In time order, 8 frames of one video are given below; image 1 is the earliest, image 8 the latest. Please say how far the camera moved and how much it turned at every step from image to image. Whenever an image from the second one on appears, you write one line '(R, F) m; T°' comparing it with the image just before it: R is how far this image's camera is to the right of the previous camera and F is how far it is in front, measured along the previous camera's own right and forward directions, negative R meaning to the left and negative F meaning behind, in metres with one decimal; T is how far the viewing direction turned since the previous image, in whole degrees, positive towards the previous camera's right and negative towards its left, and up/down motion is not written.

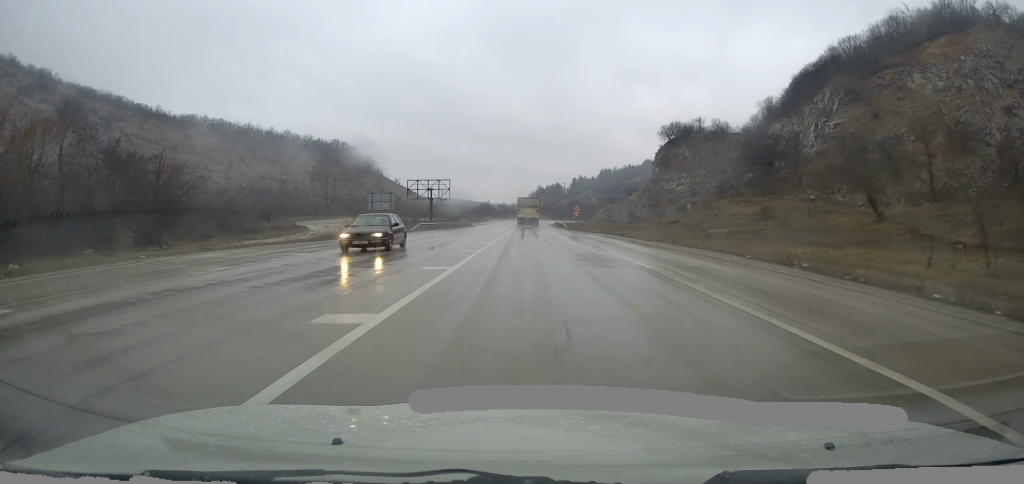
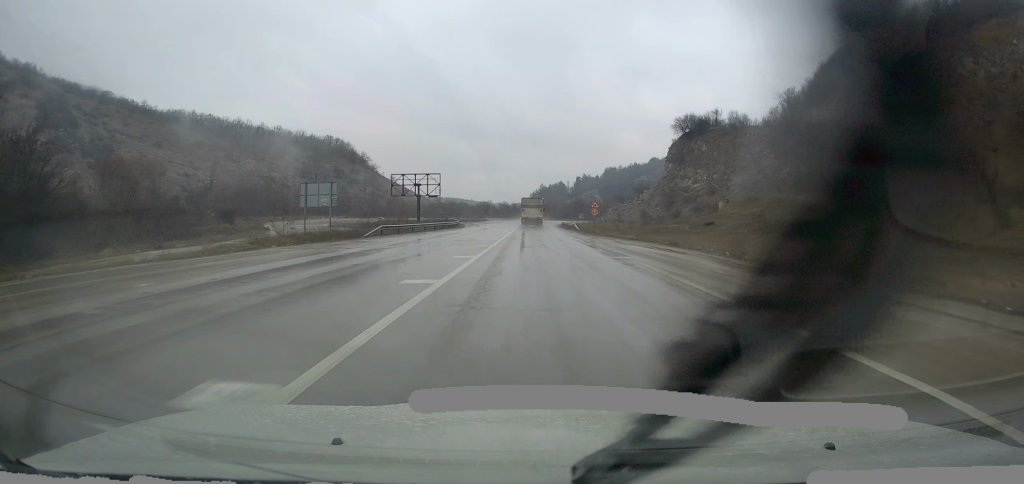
(+0.1, +16.6) m; -1°
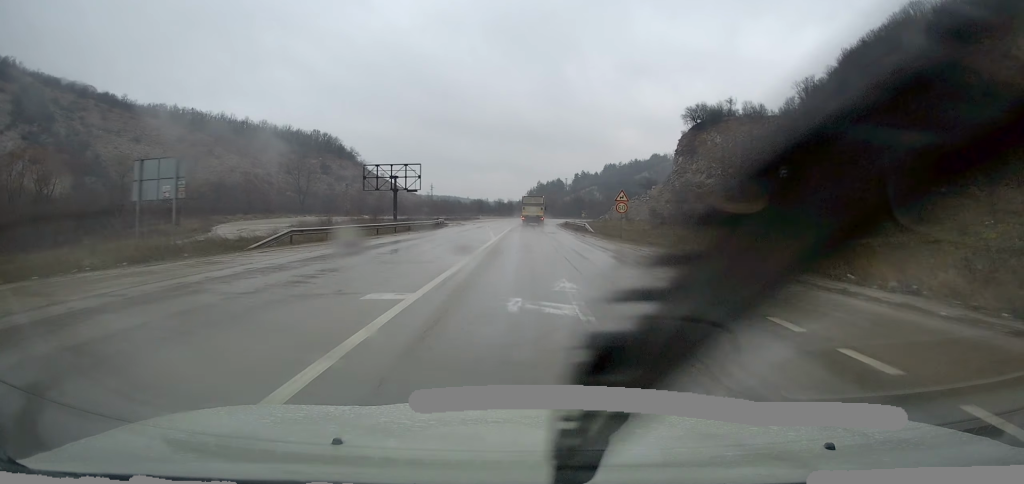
(-0.4, +16.6) m; -1°
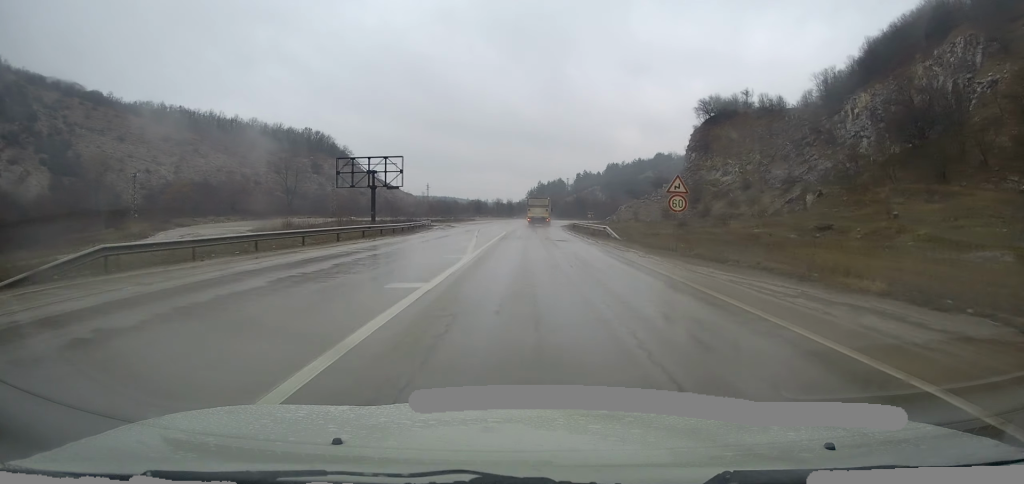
(0.0, +13.3) m; +1°
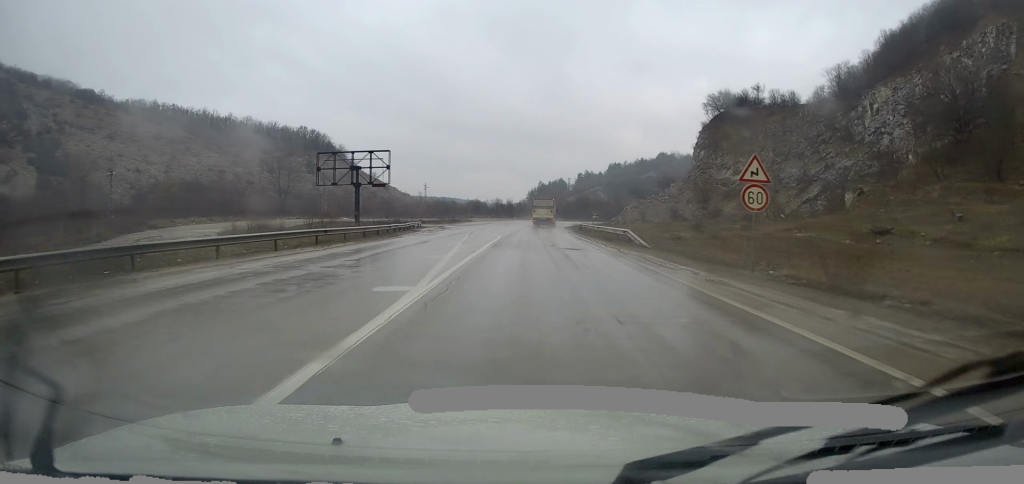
(+0.1, +7.7) m; 0°
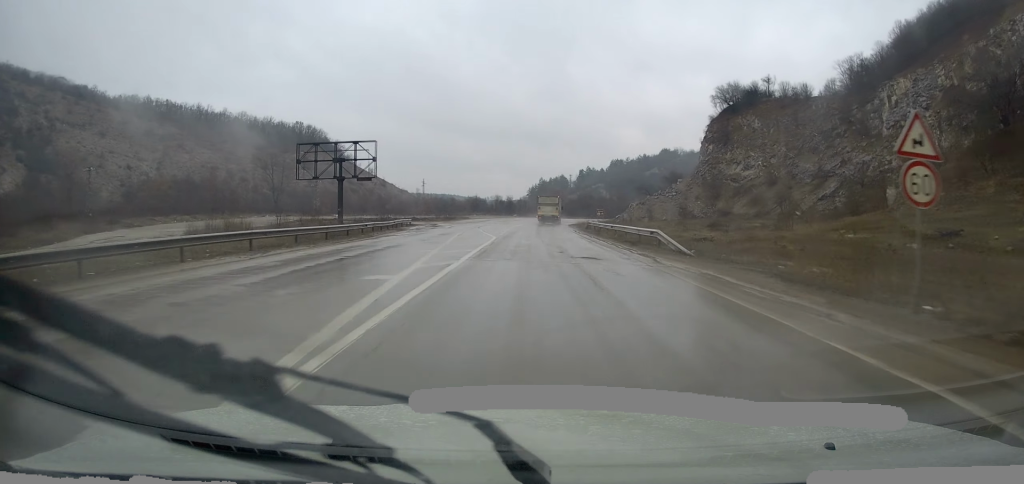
(+0.1, +6.6) m; 0°
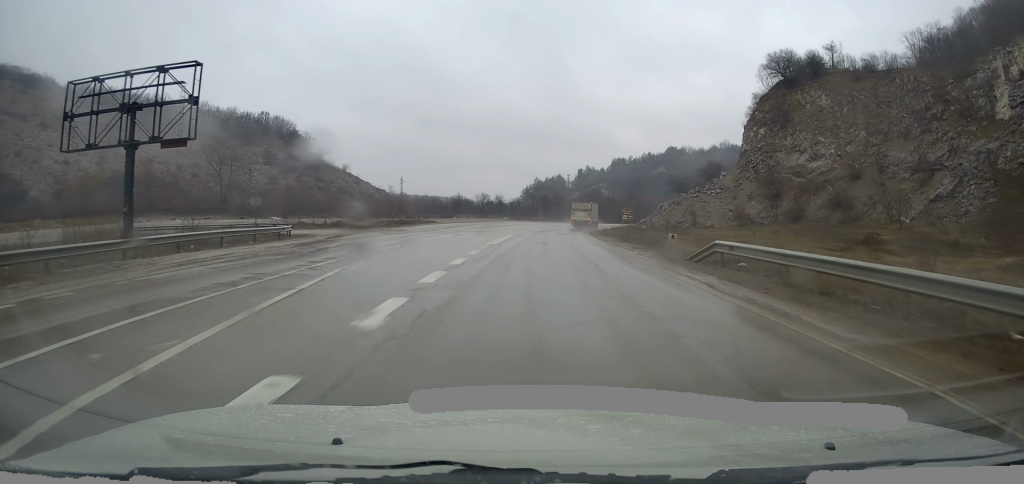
(-0.5, +35.0) m; 0°
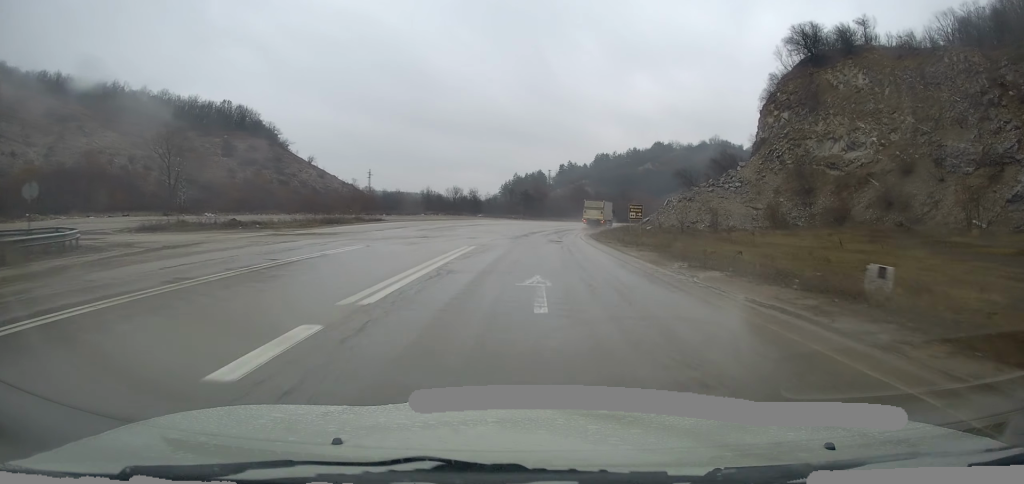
(+0.3, +18.3) m; +1°
